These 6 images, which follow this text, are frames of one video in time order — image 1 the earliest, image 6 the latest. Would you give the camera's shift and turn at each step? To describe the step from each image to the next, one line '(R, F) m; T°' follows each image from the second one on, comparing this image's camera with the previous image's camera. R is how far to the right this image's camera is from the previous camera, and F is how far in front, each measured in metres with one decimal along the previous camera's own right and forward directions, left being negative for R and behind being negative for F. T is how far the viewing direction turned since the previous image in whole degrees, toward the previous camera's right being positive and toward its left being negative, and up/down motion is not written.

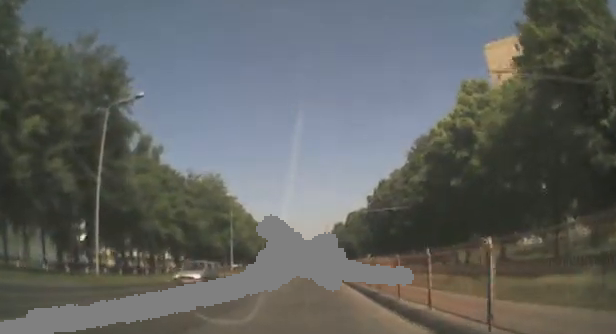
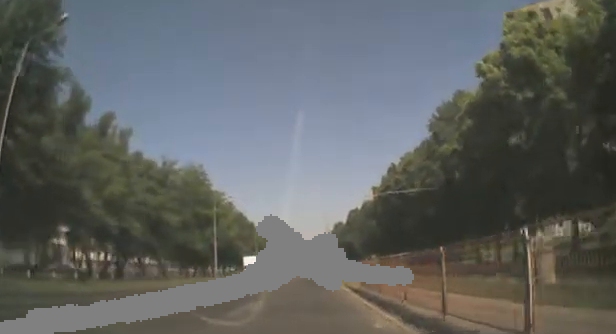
(0.0, +7.9) m; -3°
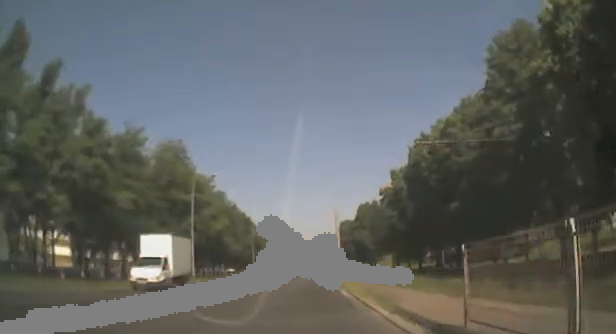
(-0.5, +10.9) m; -2°
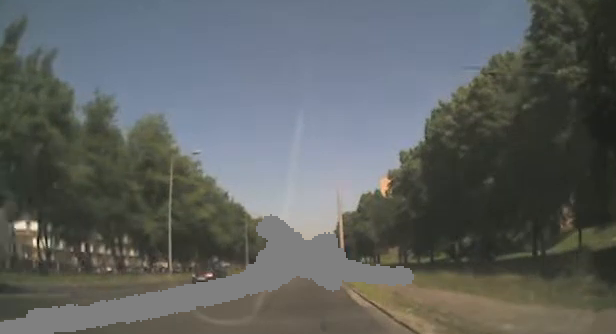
(+0.1, +6.1) m; -2°
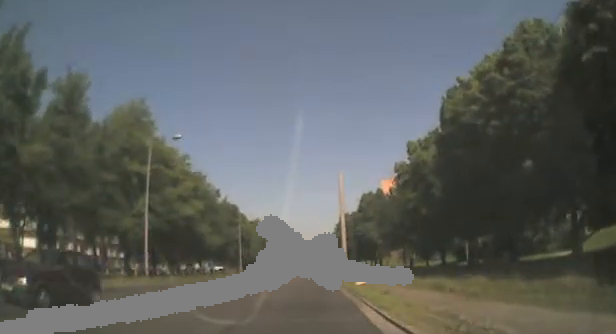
(-0.2, +4.5) m; 0°
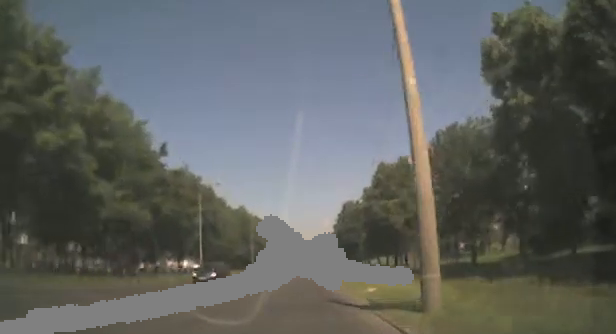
(+0.2, +22.2) m; 0°
